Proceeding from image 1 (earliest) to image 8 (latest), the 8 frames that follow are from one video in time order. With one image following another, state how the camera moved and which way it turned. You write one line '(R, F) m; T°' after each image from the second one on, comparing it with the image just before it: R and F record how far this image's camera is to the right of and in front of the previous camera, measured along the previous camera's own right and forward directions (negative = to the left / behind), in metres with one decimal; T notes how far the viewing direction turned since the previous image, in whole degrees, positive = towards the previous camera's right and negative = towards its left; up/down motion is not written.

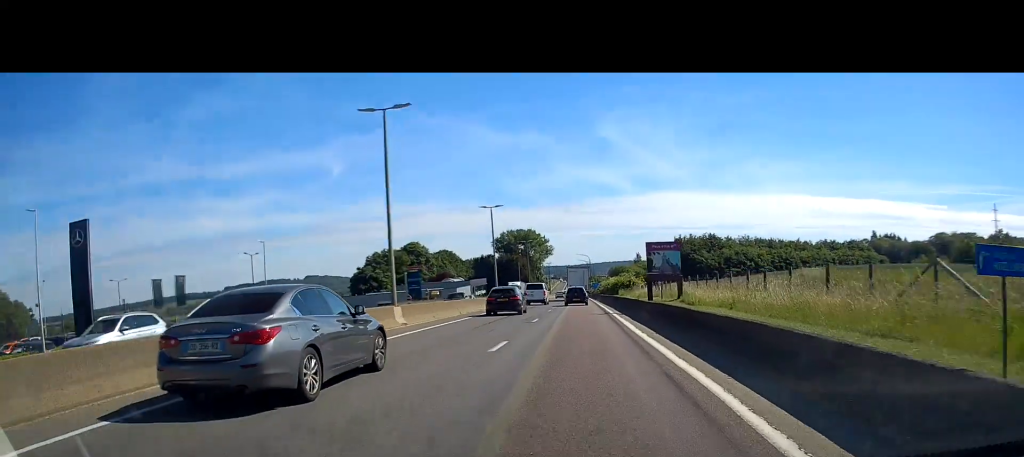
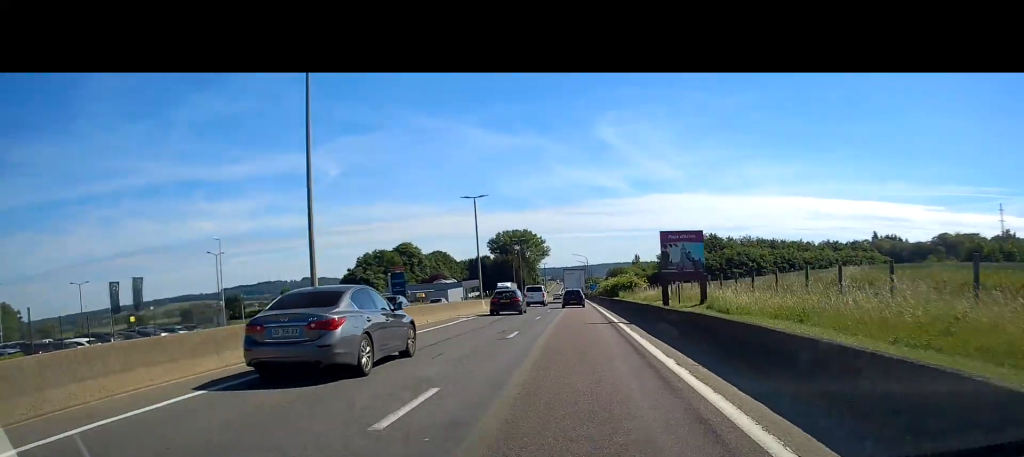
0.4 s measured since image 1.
(0.0, +7.3) m; 0°
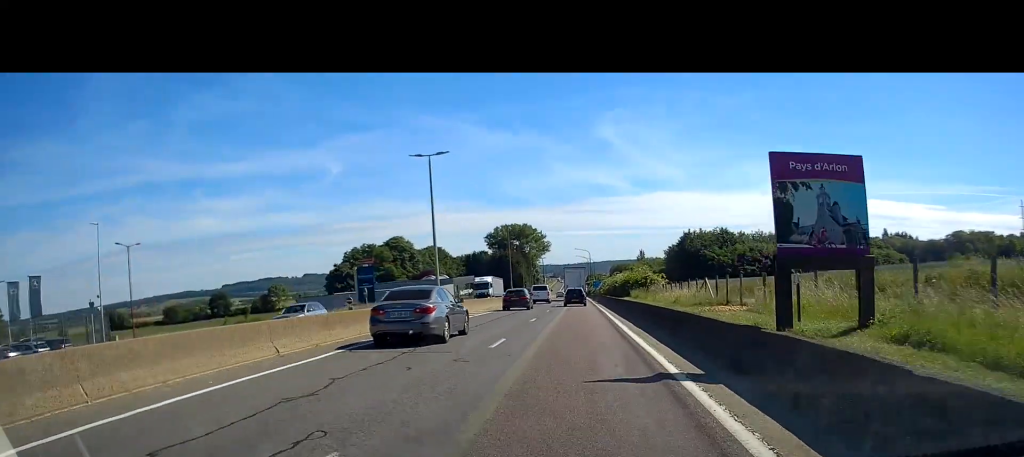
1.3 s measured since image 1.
(0.0, +15.2) m; 0°
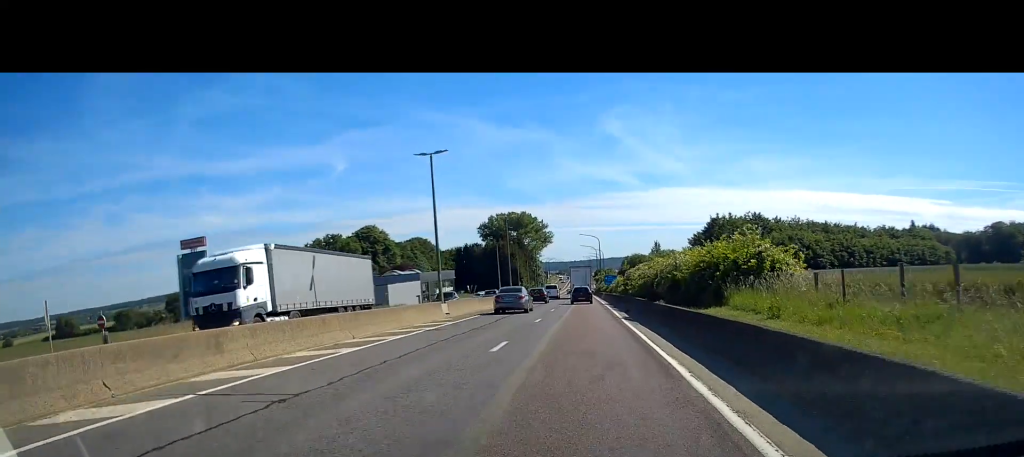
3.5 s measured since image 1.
(-0.4, +37.6) m; -1°
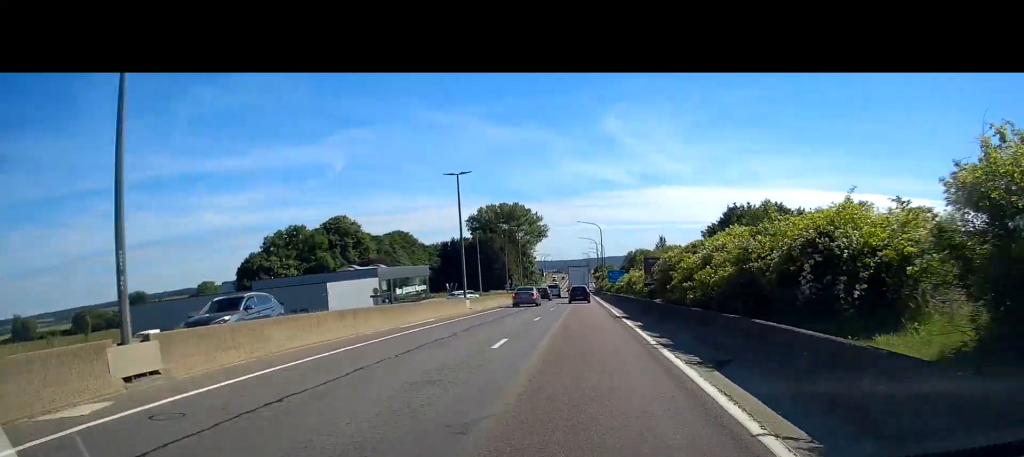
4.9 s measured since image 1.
(+0.1, +23.2) m; 0°
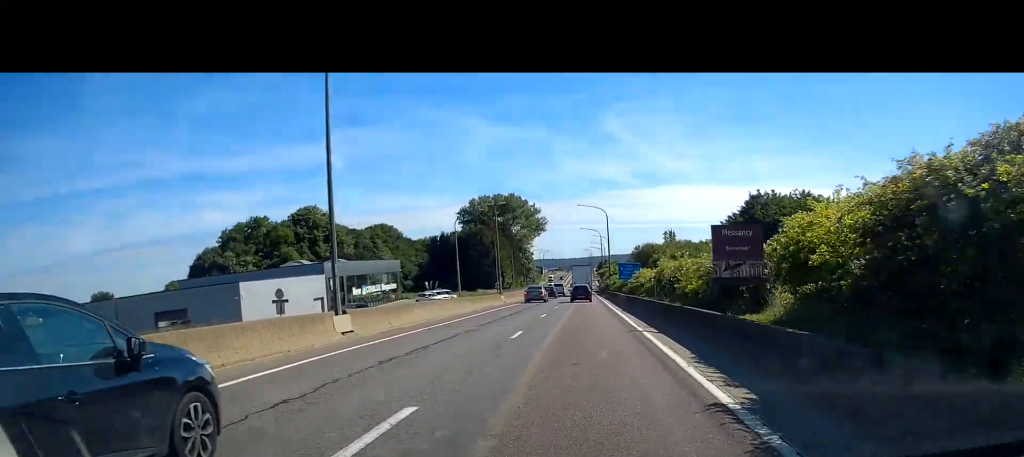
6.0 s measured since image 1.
(+0.1, +20.7) m; 0°
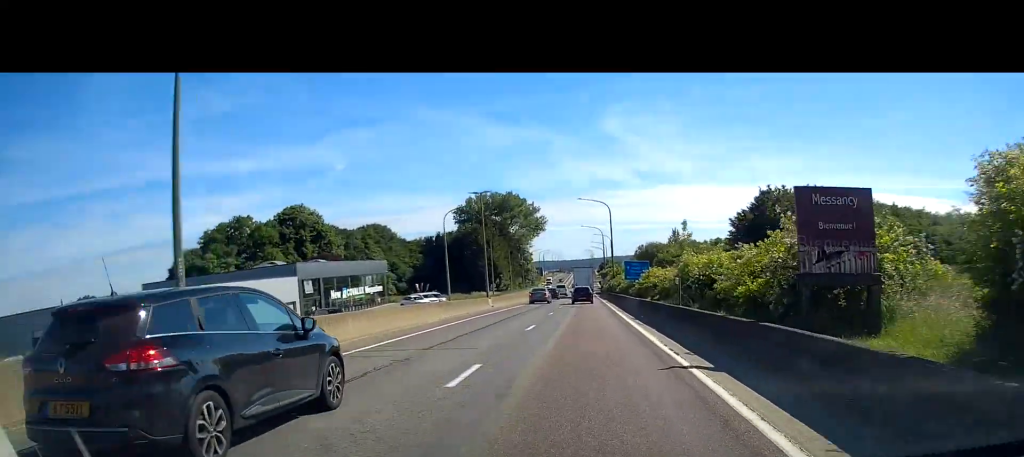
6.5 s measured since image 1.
(0.0, +7.8) m; 0°
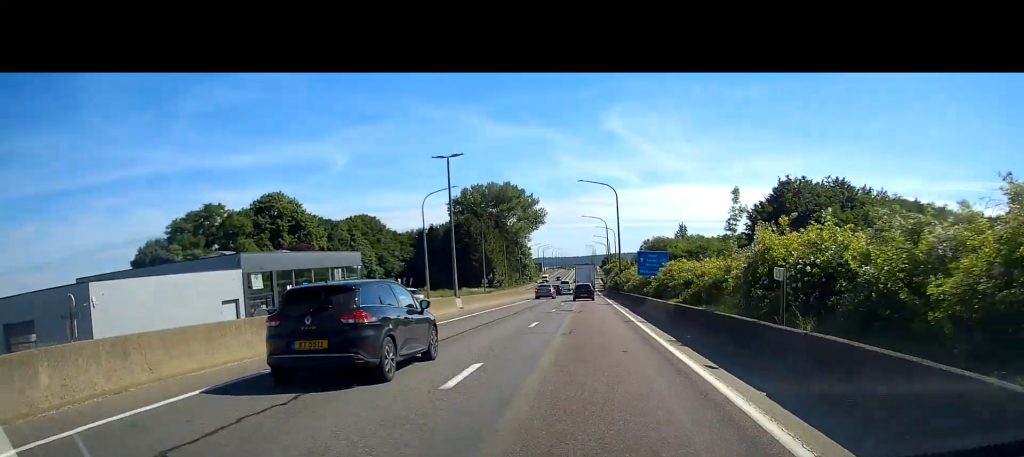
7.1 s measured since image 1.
(0.0, +12.0) m; 0°
